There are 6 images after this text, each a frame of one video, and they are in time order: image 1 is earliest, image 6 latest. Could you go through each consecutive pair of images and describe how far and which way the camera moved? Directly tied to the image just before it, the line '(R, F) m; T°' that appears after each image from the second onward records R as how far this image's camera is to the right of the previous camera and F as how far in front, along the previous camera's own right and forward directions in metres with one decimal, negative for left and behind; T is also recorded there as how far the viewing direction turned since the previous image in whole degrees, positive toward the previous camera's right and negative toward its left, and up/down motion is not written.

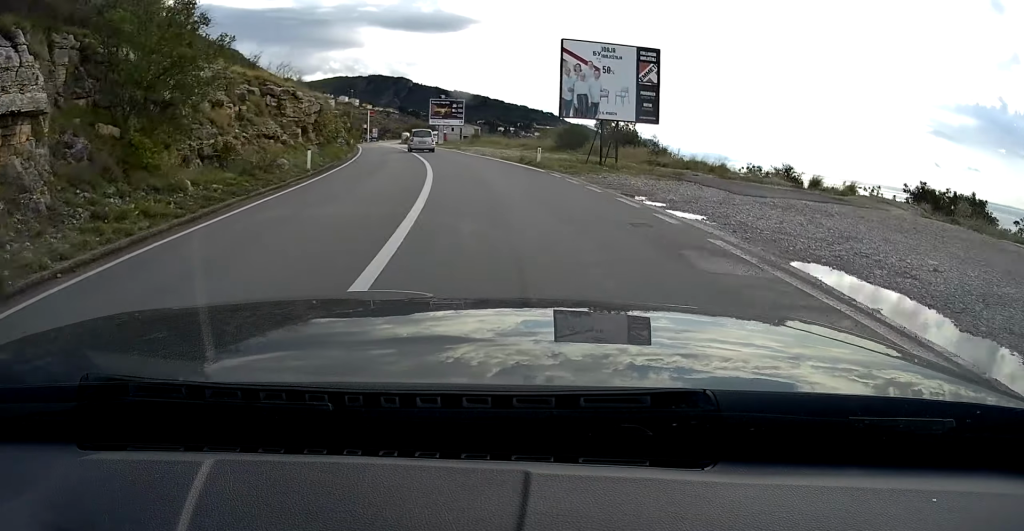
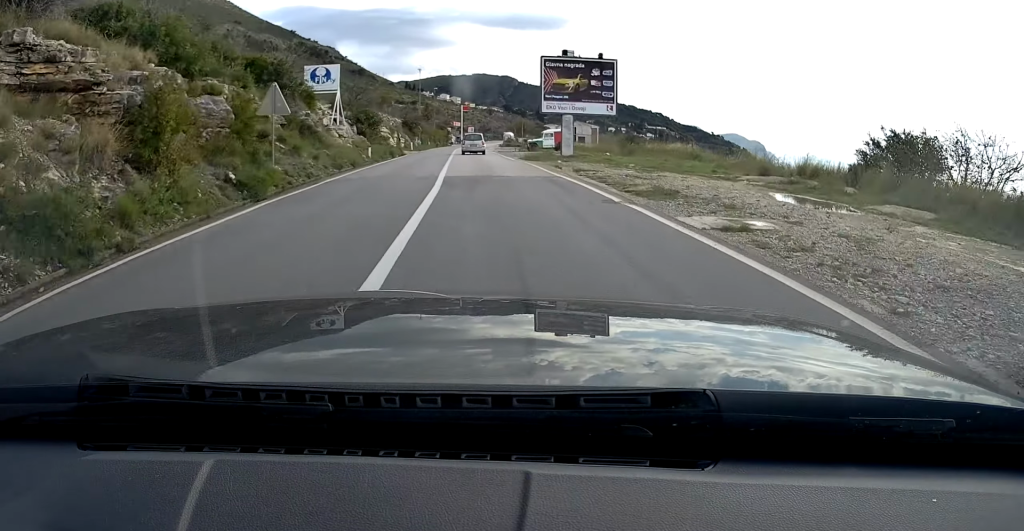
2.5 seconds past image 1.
(-4.8, +42.2) m; -11°
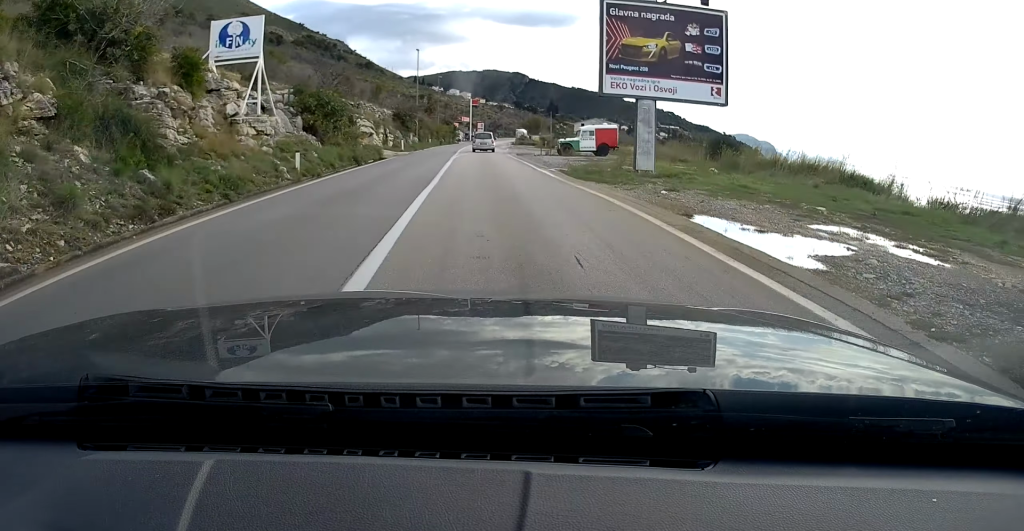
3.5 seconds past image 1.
(-0.7, +16.4) m; -2°
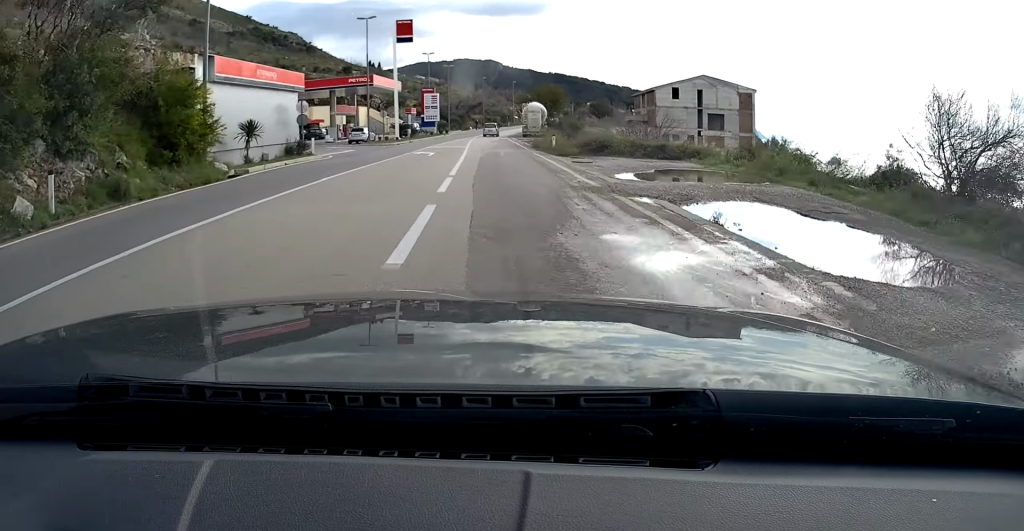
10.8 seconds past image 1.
(-0.9, +114.7) m; +1°
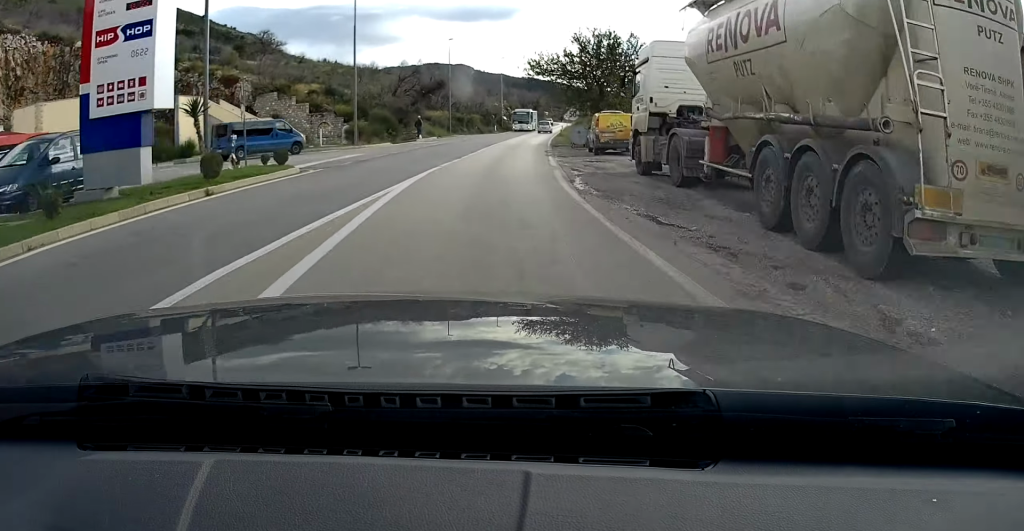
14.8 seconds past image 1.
(0.0, +64.0) m; +3°
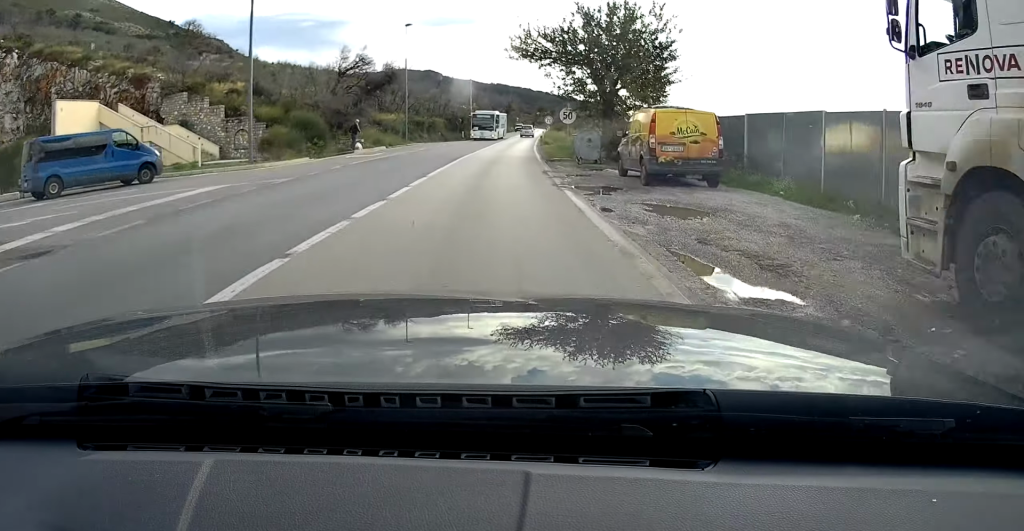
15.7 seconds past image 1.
(+0.5, +13.9) m; +2°
